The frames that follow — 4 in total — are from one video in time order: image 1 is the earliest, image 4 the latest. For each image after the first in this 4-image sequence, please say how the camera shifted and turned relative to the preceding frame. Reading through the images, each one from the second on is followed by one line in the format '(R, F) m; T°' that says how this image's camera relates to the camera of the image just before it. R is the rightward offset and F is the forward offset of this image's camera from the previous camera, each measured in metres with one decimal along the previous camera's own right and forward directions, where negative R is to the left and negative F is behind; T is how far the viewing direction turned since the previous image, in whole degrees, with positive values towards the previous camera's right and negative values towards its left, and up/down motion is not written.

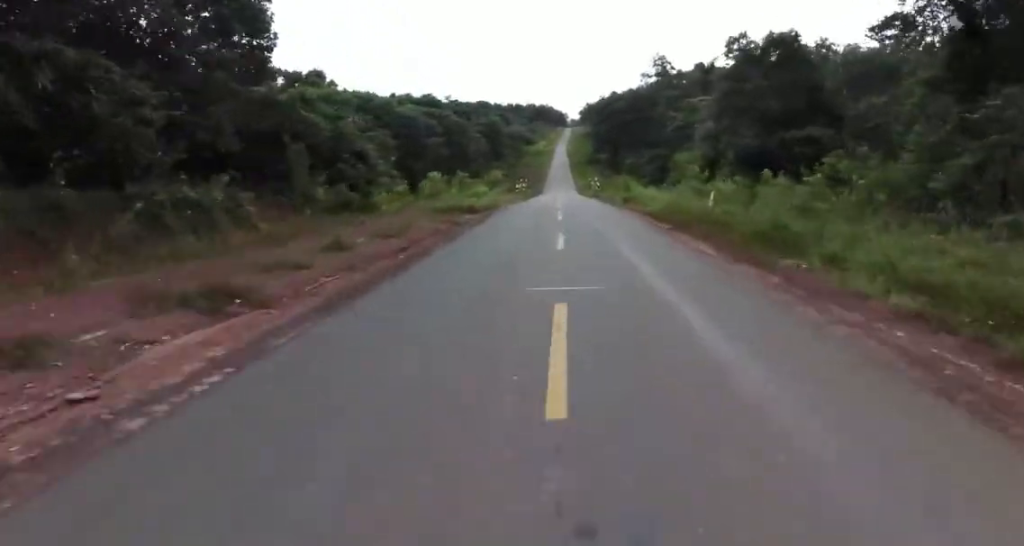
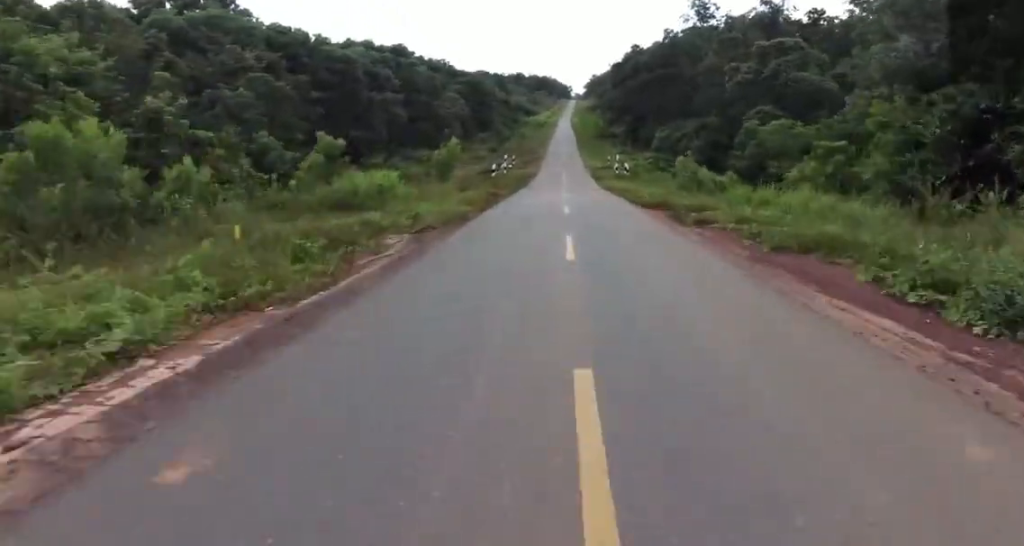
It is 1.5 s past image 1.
(-3.3, +33.8) m; +1°
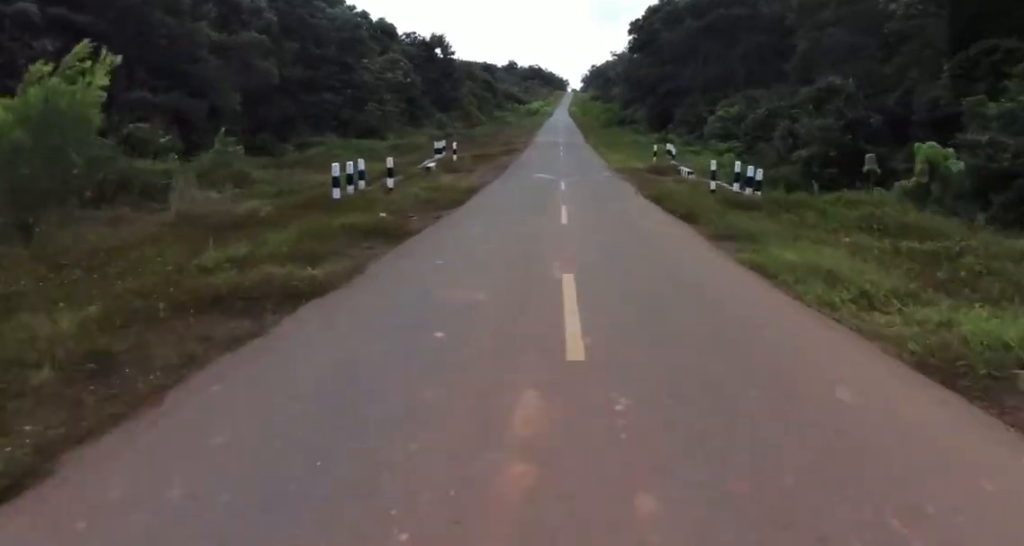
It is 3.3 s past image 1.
(+4.2, +30.6) m; +3°
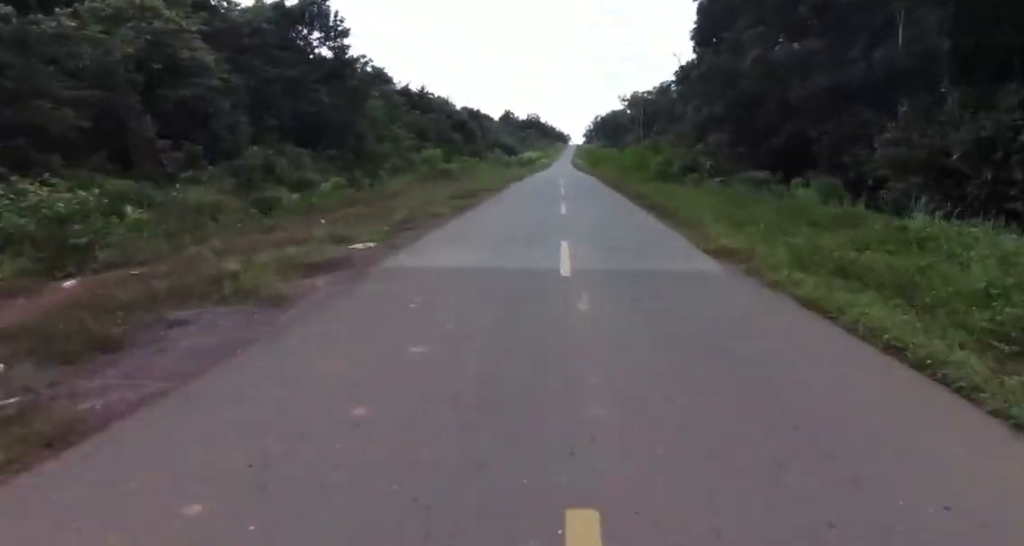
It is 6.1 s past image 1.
(+0.5, +45.2) m; +1°
